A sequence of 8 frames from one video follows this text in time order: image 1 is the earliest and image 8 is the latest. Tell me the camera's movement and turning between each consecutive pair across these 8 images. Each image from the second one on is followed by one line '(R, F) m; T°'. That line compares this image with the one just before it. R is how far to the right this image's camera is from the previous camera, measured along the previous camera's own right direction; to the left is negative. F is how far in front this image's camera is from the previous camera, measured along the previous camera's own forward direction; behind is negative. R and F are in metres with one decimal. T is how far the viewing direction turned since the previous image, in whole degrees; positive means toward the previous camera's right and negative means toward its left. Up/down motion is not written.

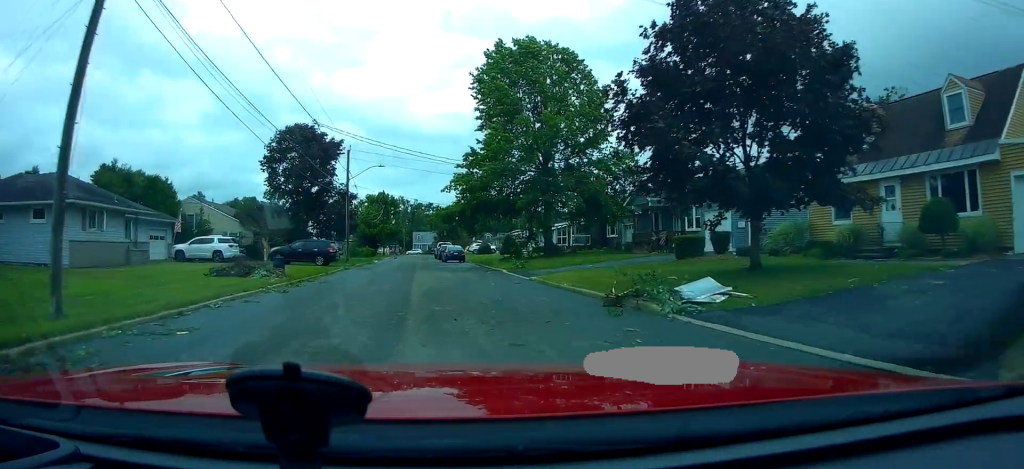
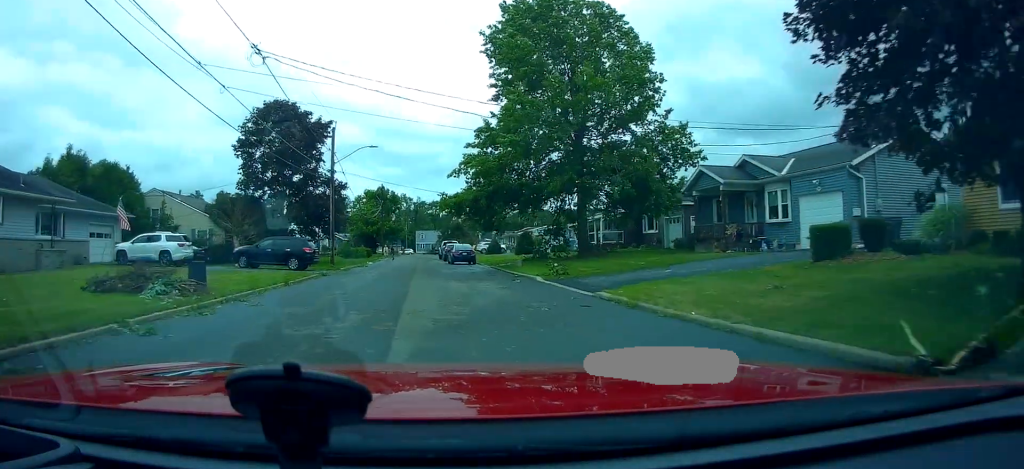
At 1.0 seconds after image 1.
(-0.3, +8.3) m; -3°
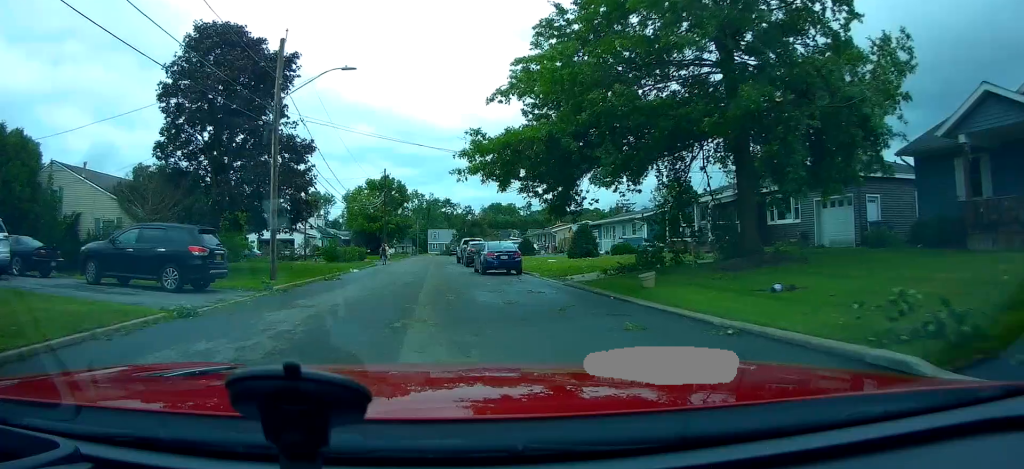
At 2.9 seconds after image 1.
(0.0, +16.1) m; +1°
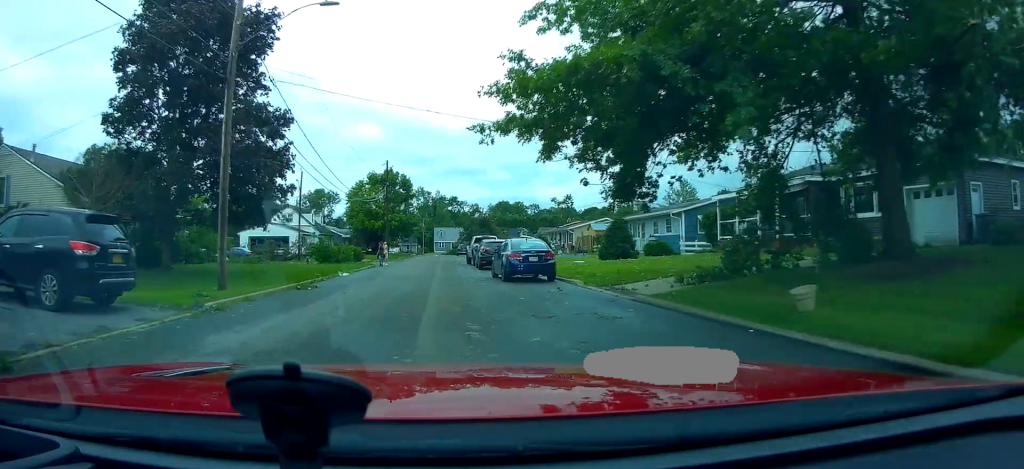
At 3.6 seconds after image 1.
(+0.1, +5.6) m; -1°
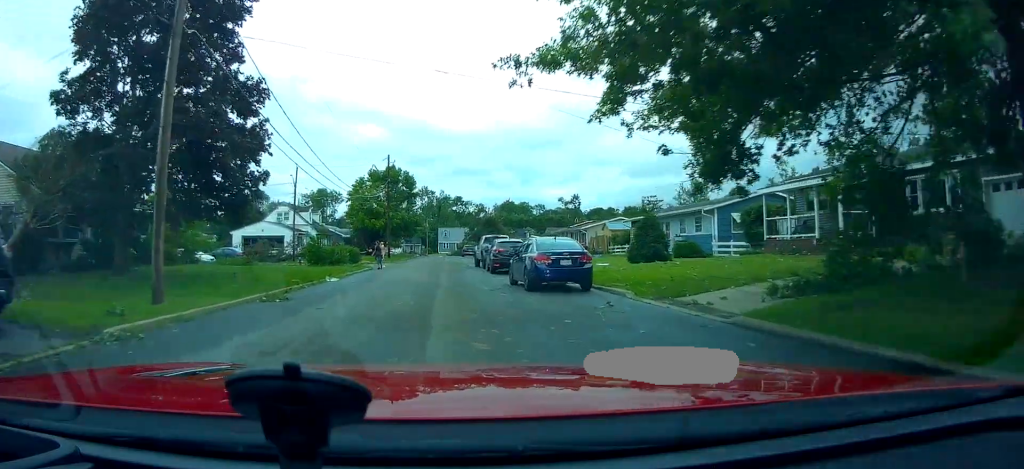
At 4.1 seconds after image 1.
(0.0, +4.0) m; -4°
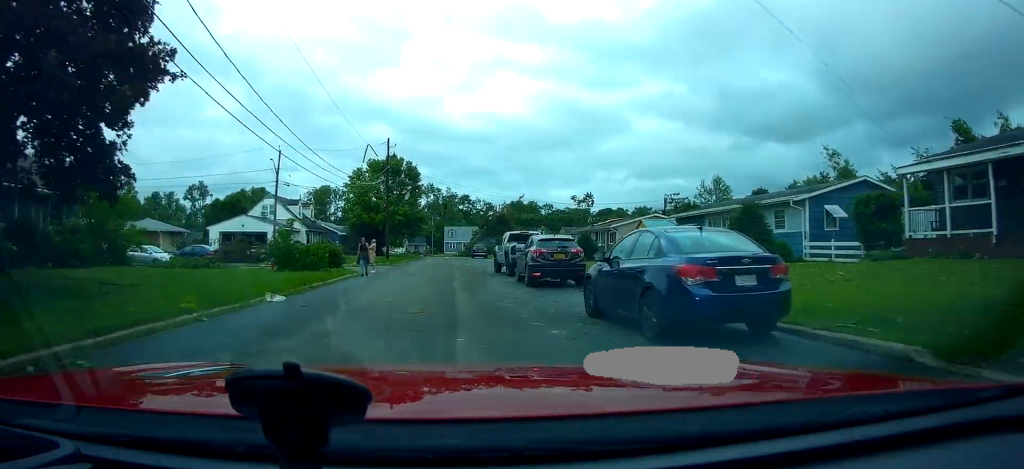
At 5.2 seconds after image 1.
(-0.7, +8.3) m; -2°
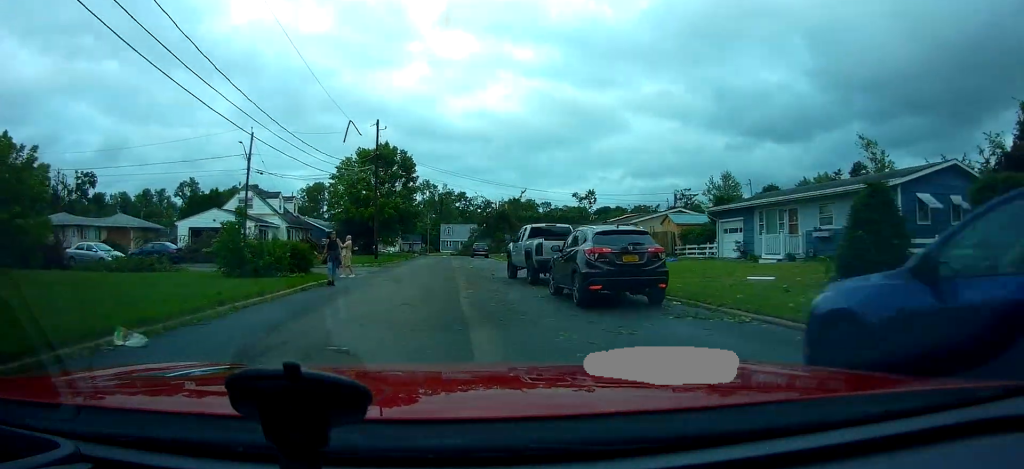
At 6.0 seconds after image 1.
(+0.4, +6.3) m; +5°
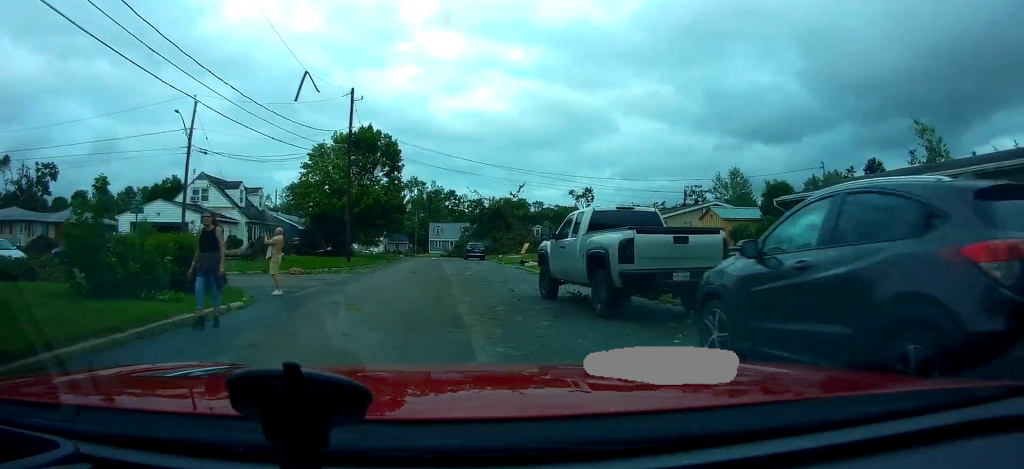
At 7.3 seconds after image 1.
(+0.4, +8.5) m; -3°
